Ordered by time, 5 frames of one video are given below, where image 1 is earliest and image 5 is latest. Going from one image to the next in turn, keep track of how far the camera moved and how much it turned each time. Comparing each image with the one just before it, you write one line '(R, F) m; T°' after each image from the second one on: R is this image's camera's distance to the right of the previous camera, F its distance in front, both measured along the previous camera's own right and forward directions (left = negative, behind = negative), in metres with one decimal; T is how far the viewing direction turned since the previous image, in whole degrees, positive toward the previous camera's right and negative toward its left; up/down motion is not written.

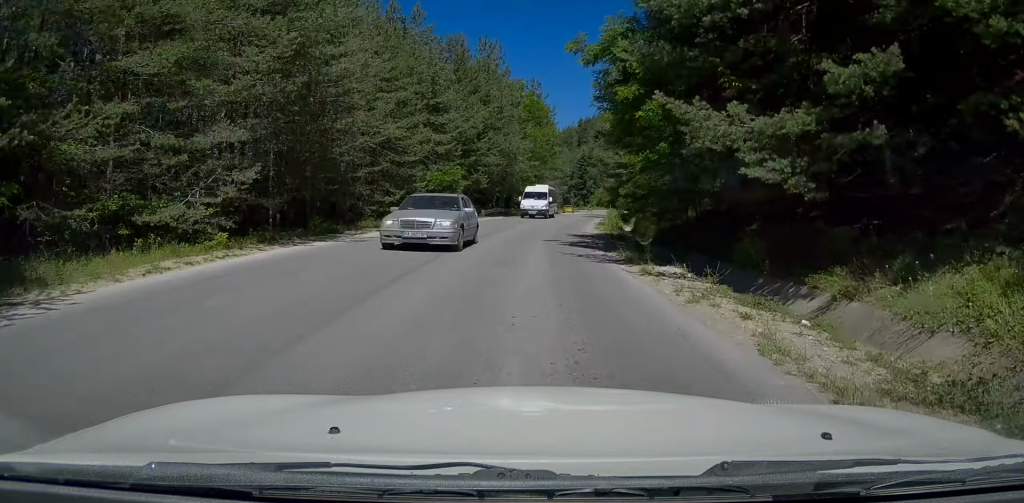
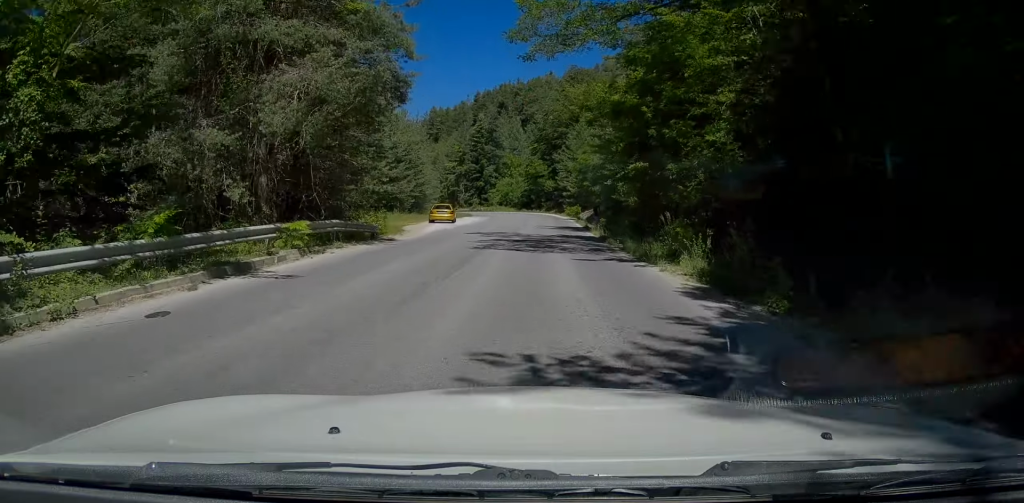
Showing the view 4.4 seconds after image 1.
(+2.9, +57.0) m; +8°
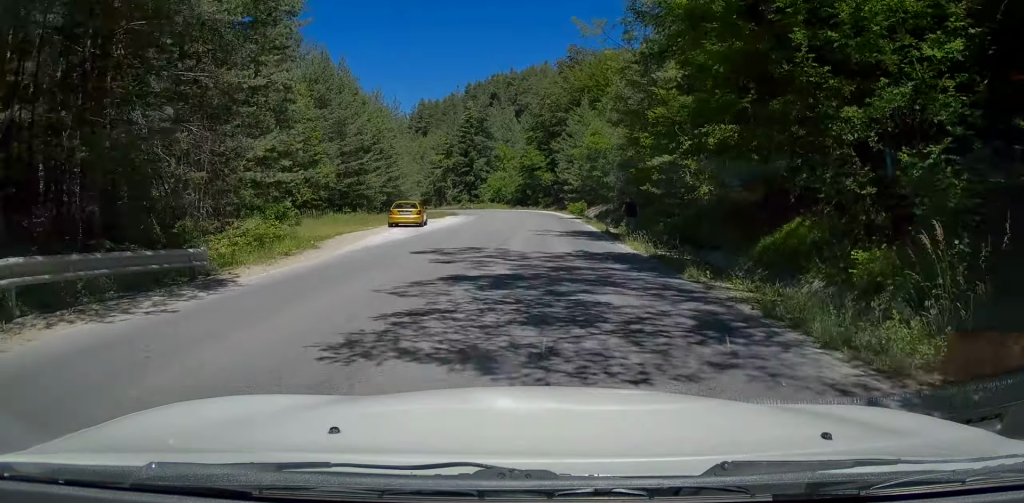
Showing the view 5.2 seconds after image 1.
(+0.1, +11.1) m; -2°
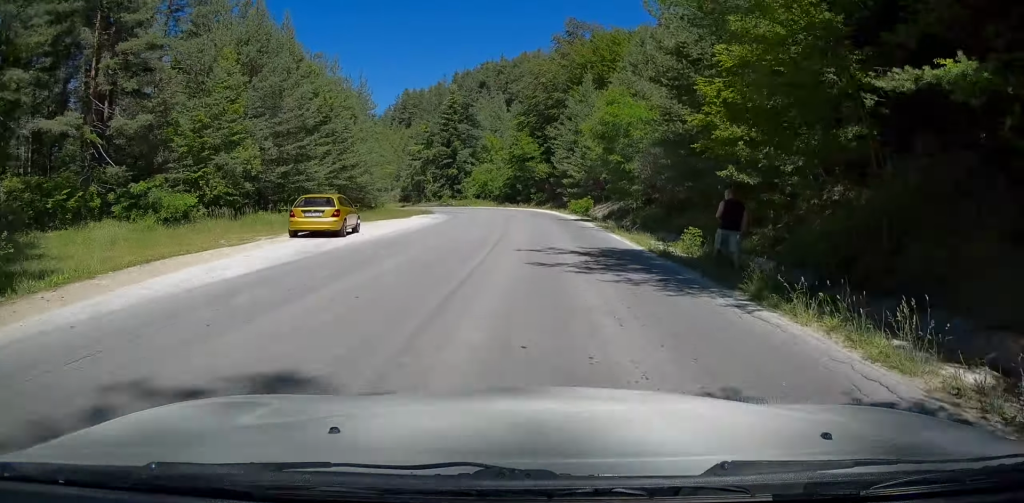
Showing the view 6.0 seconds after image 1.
(-0.4, +12.4) m; -3°
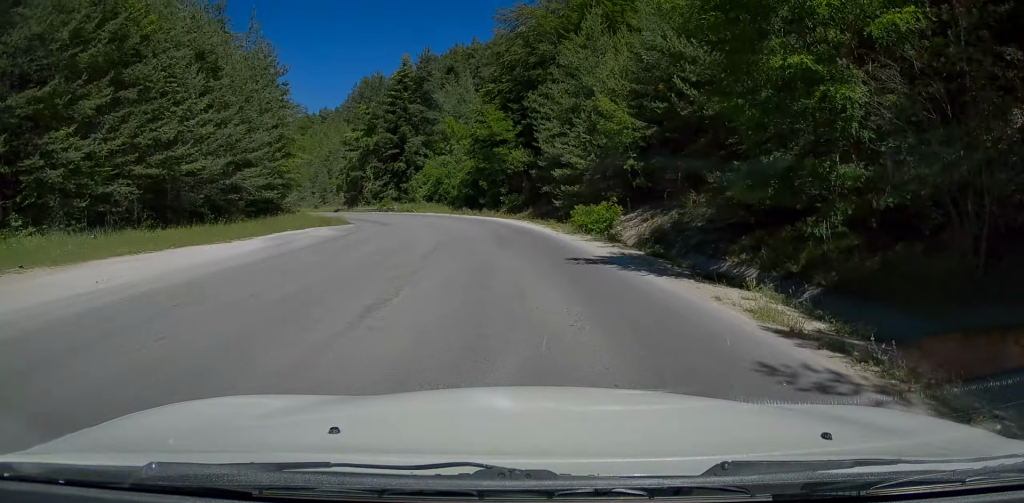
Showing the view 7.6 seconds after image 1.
(0.0, +22.6) m; +2°
